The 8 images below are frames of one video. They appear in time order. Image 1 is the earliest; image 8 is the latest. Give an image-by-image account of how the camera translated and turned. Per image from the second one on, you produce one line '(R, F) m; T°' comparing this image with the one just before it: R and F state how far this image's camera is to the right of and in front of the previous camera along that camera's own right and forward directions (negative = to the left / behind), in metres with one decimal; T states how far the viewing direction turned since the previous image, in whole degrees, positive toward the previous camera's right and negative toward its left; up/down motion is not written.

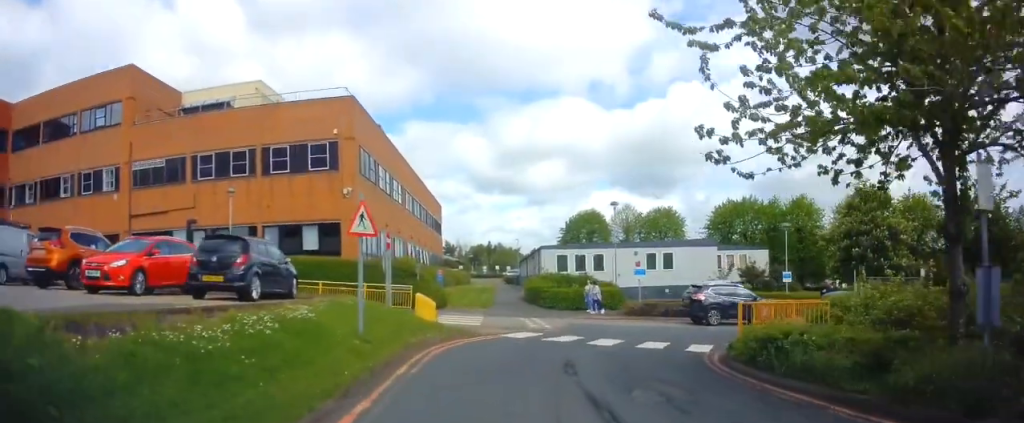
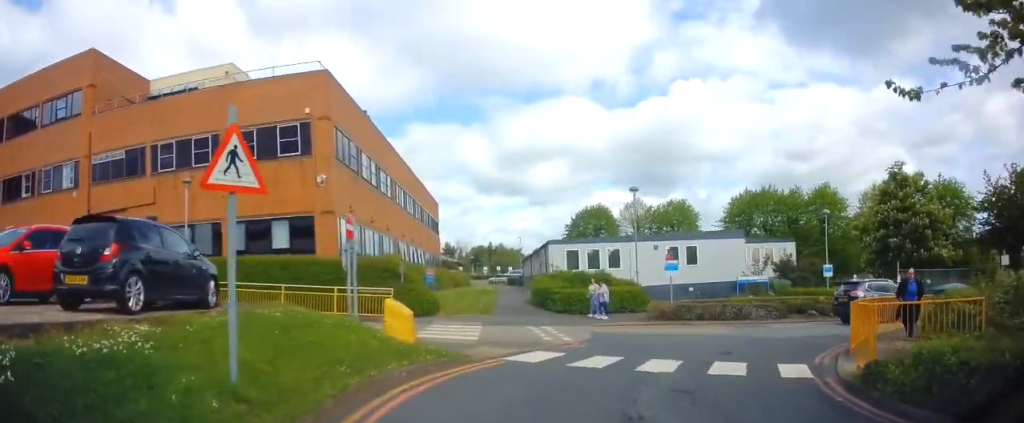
(-0.1, +4.7) m; +1°
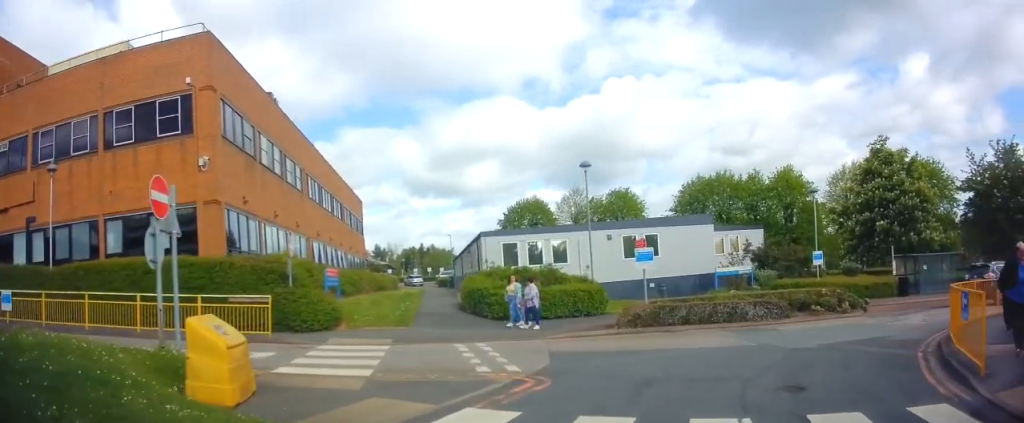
(+0.2, +5.6) m; +9°
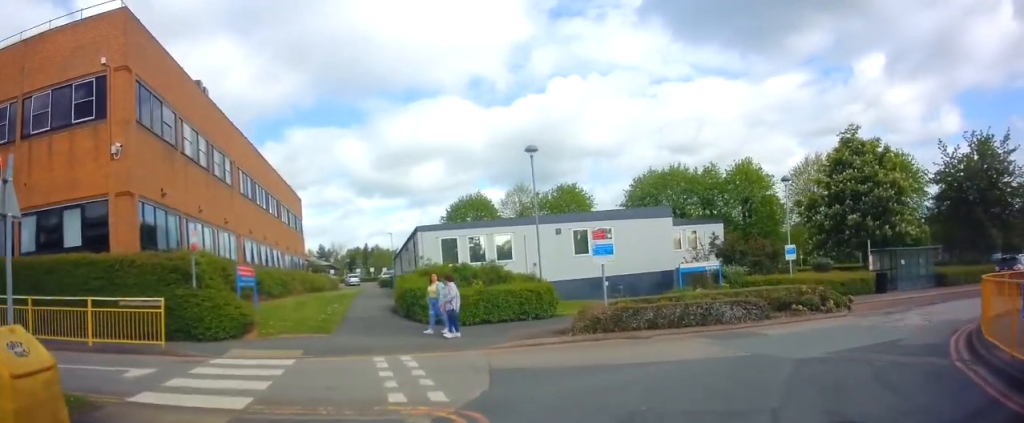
(+0.3, +2.5) m; +9°
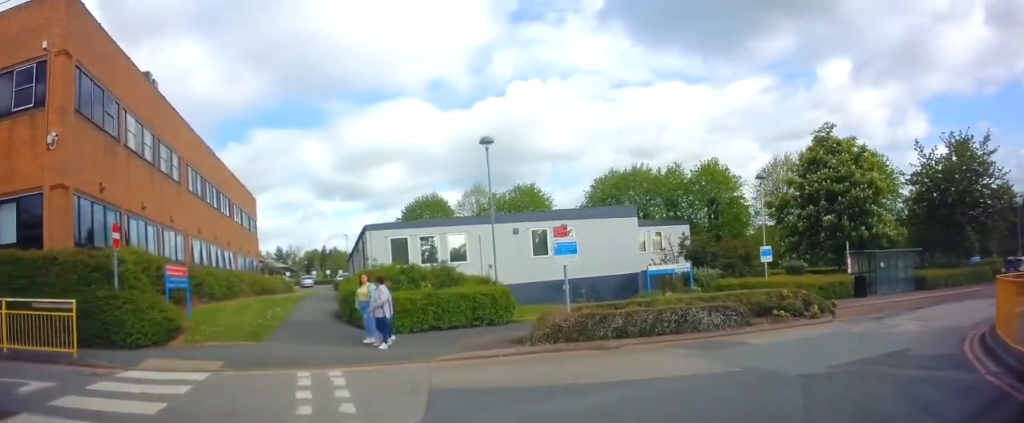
(+0.1, +1.6) m; +5°
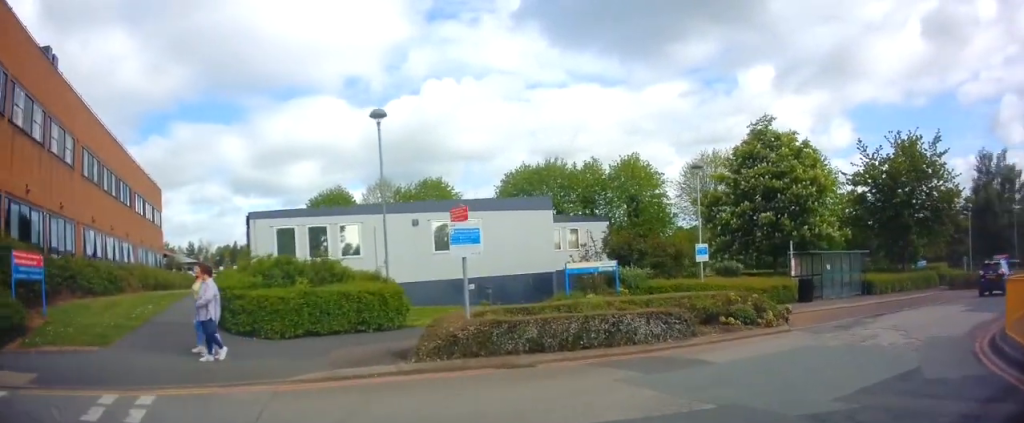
(+0.1, +2.5) m; +6°
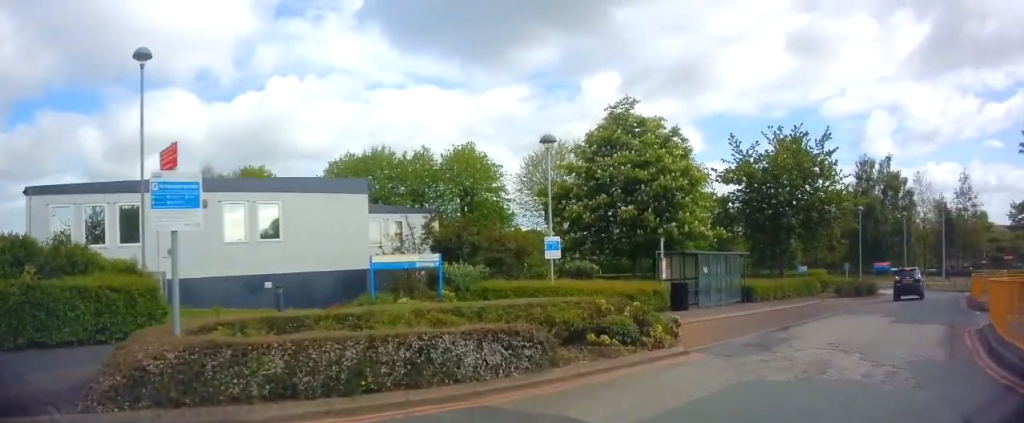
(+0.2, +3.7) m; +19°
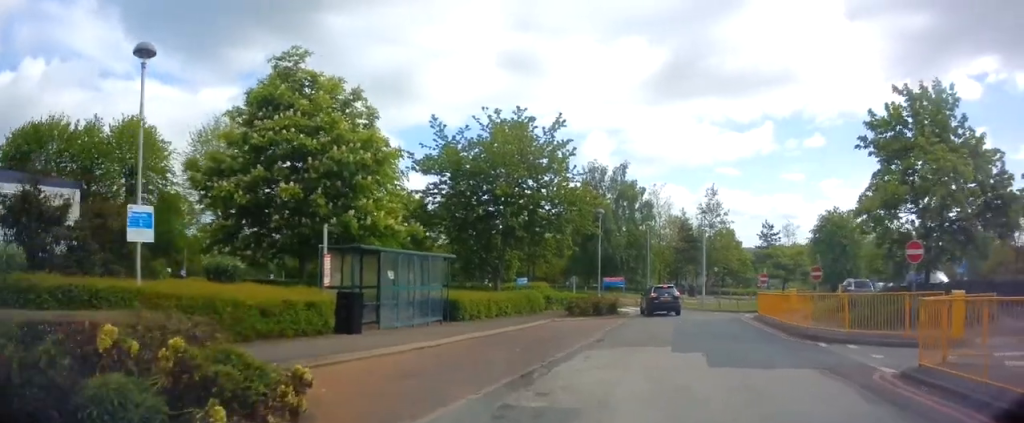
(+2.2, +5.9) m; +28°
